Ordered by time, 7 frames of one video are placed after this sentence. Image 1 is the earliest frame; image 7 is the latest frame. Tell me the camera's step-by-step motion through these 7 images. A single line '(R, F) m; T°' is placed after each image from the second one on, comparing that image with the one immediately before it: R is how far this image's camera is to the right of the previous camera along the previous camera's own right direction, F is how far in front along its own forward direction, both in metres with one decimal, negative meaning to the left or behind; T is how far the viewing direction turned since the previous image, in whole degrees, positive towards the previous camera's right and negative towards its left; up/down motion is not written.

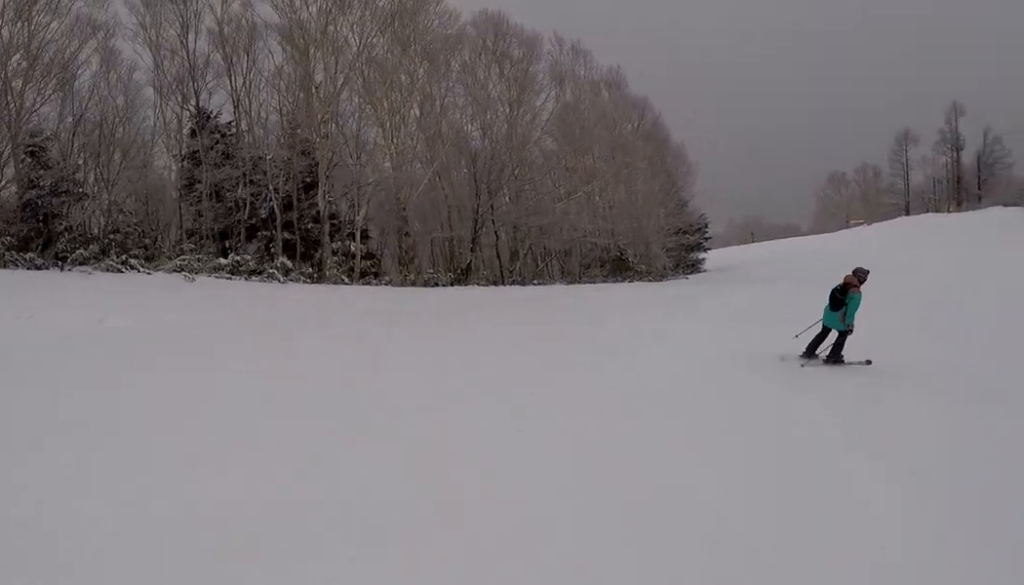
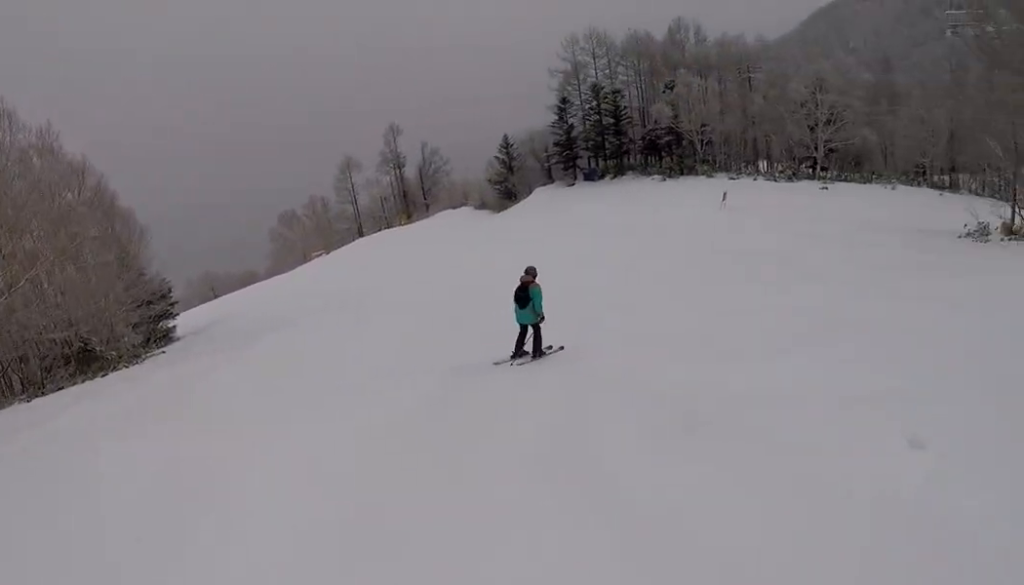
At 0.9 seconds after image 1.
(+1.0, +4.5) m; +14°
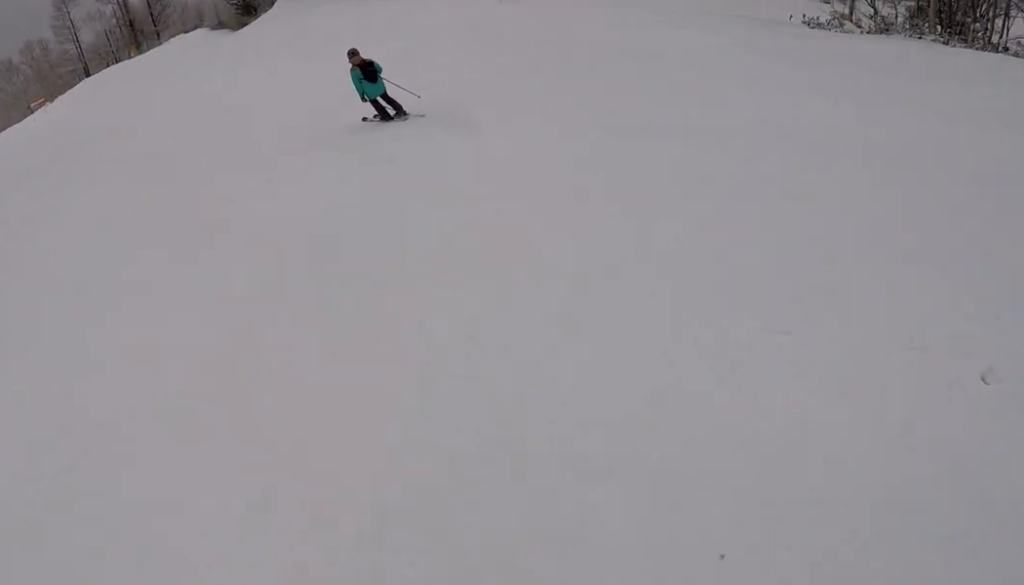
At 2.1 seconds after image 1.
(+0.7, +6.7) m; +17°
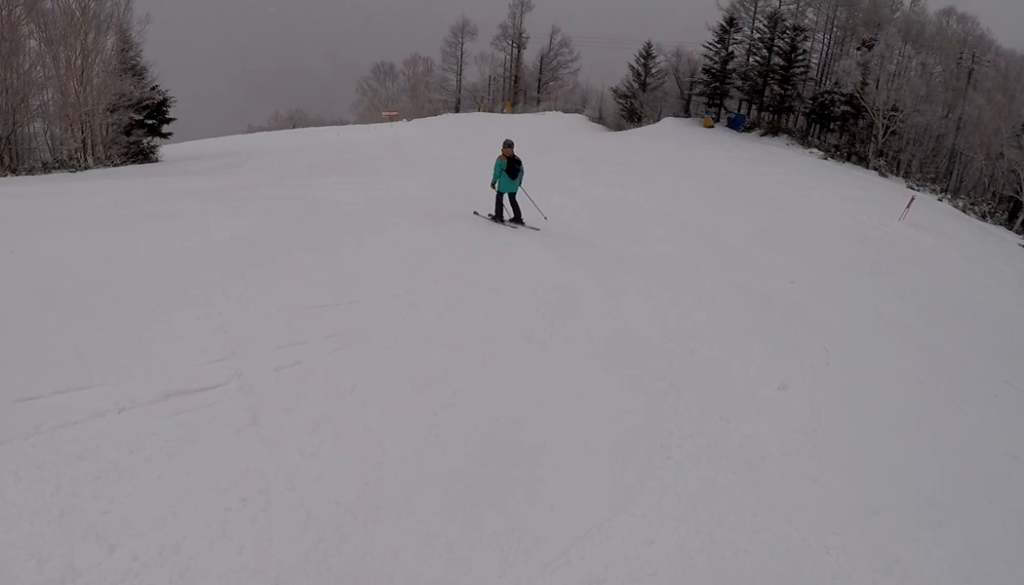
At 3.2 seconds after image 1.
(+0.7, +5.8) m; -16°
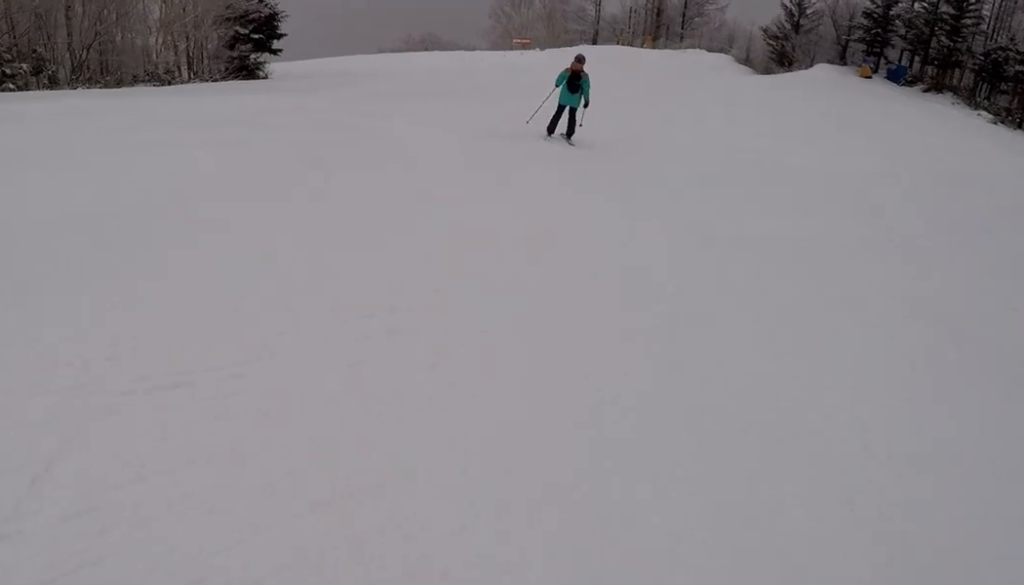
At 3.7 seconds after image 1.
(-1.3, +2.9) m; -6°
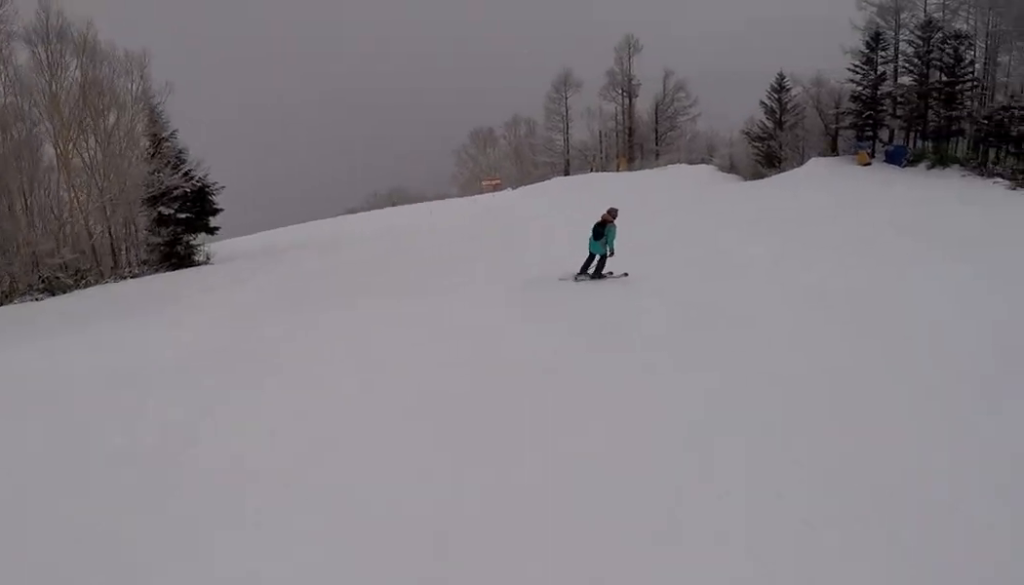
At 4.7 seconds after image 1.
(0.0, +6.5) m; +4°
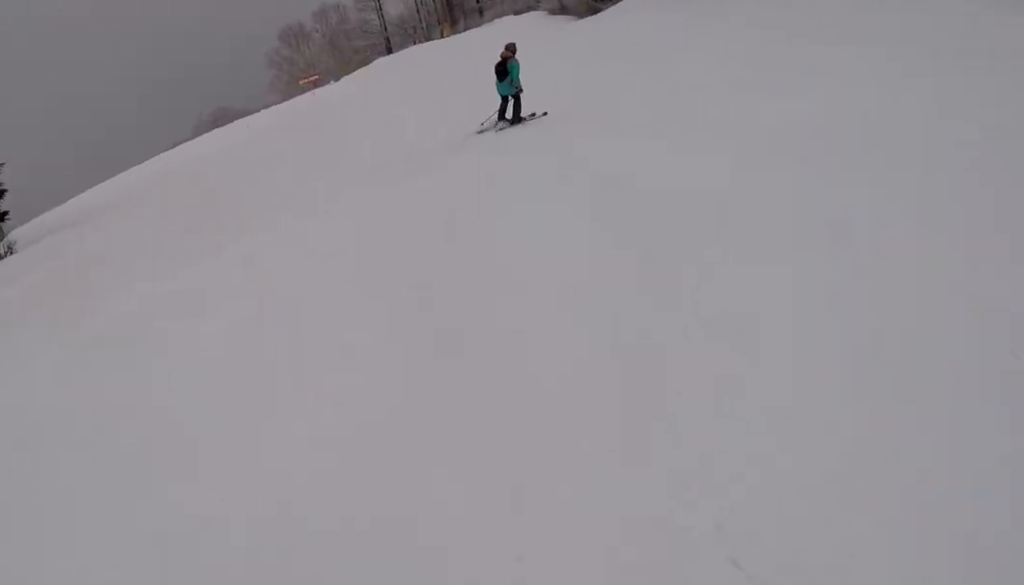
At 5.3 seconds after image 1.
(+0.3, +4.0) m; +4°
